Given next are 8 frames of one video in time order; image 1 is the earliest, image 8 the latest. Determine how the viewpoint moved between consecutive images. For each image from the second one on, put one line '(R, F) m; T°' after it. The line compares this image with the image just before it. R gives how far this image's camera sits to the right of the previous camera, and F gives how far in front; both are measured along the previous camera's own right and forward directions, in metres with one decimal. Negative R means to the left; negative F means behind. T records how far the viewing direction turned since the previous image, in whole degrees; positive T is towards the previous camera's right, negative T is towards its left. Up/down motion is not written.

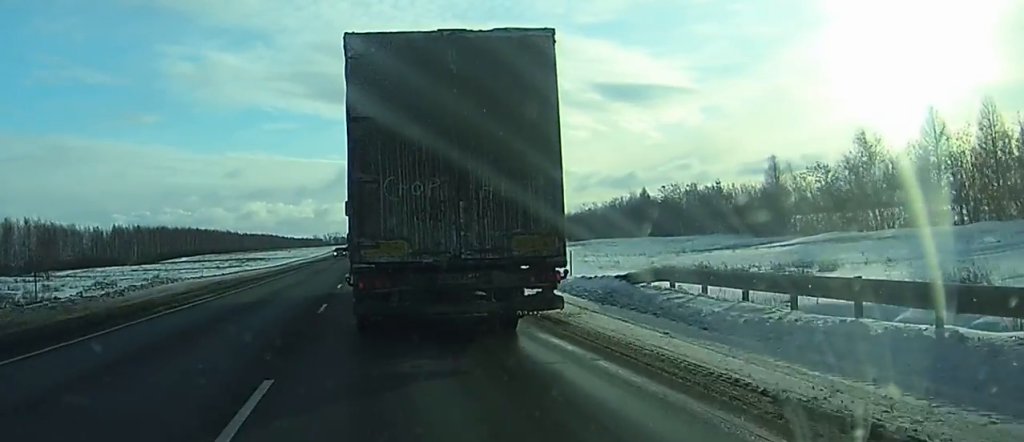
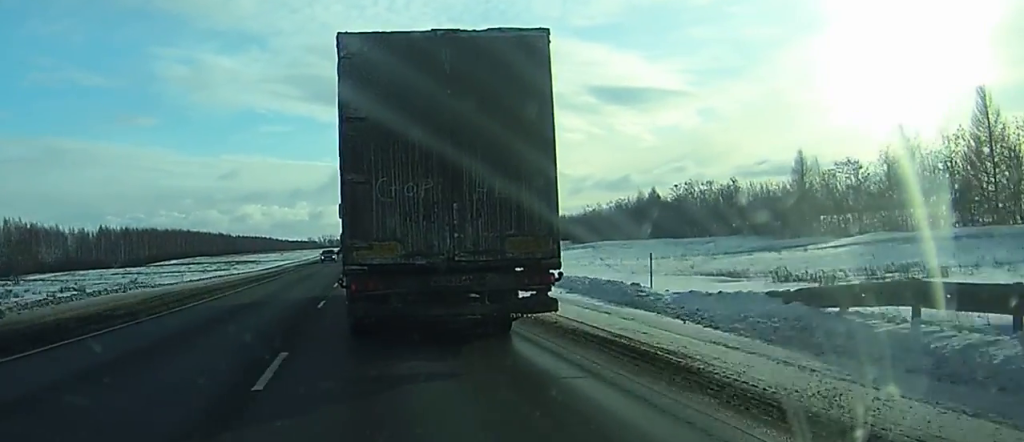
(0.0, +9.7) m; 0°
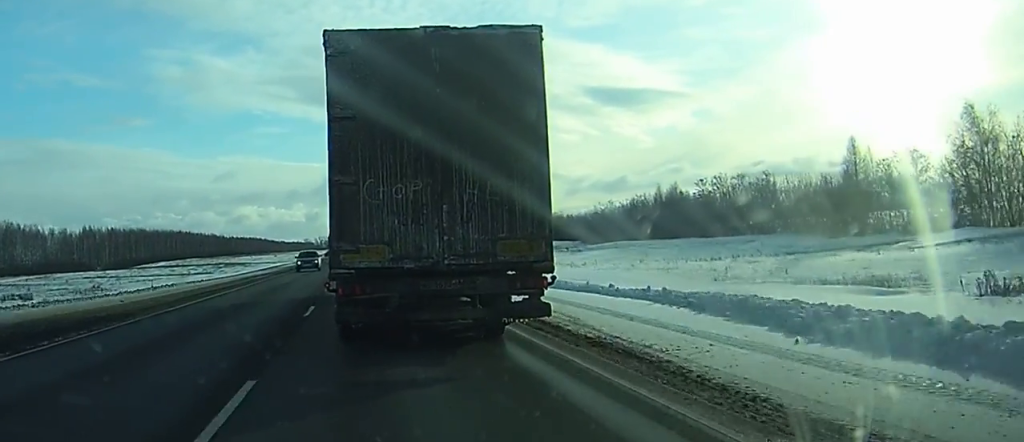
(0.0, +14.2) m; 0°
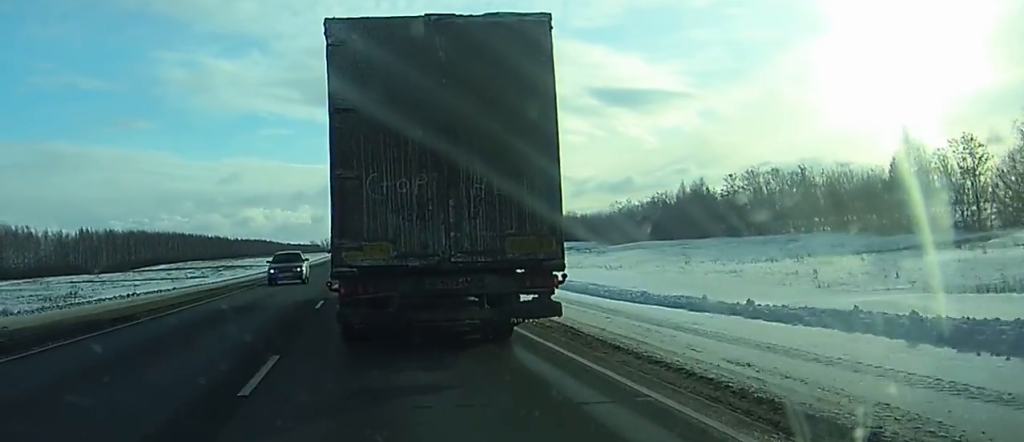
(0.0, +9.7) m; 0°
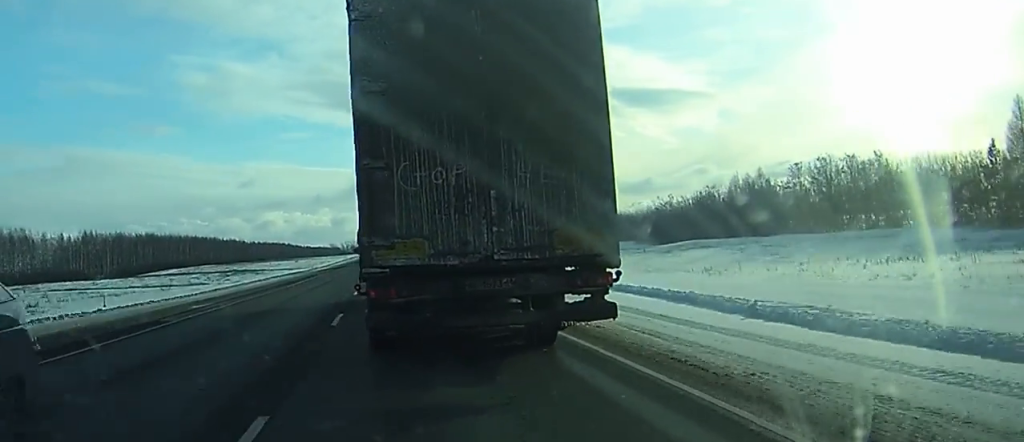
(+0.1, +15.8) m; 0°
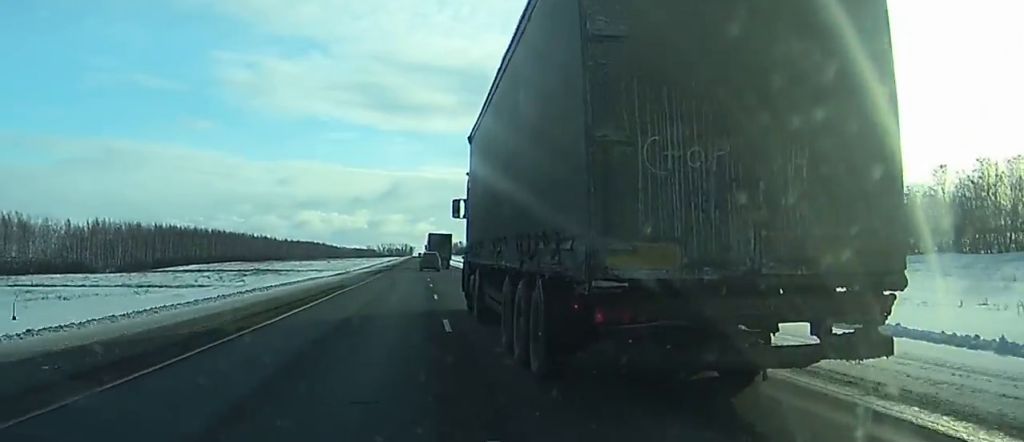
(-0.3, +24.3) m; -2°
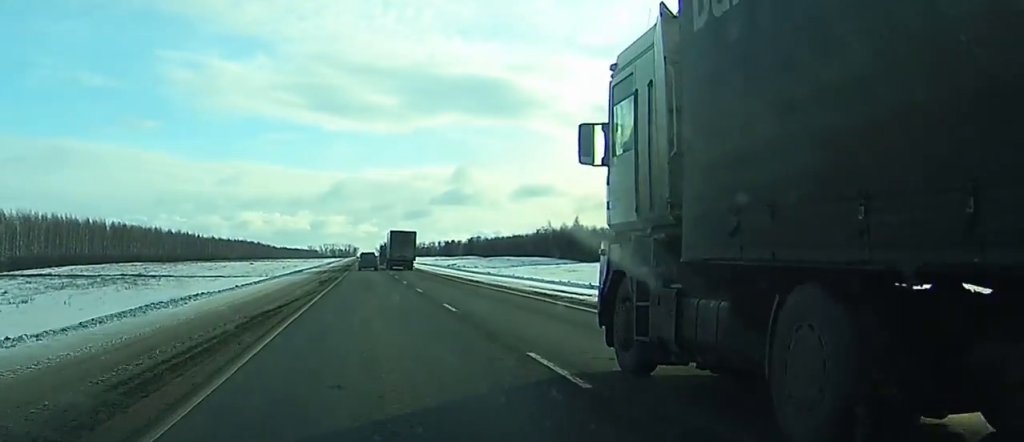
(+0.2, +64.1) m; +2°
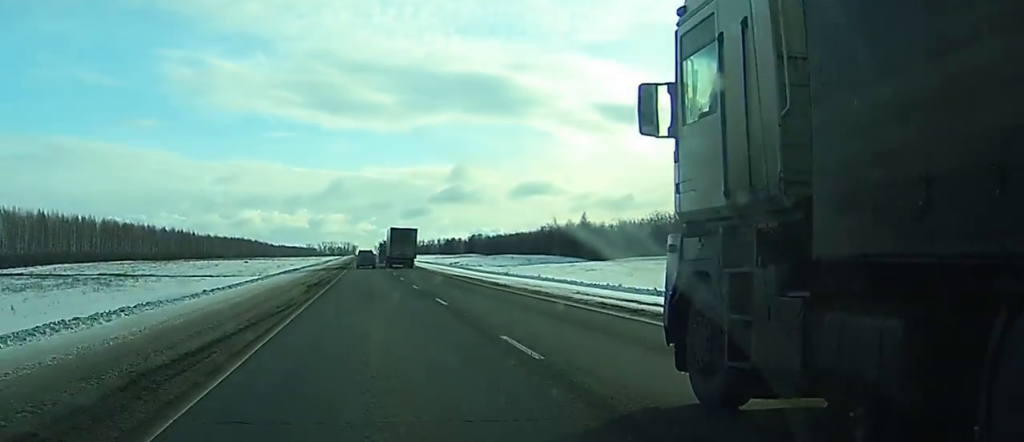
(+0.1, +9.5) m; 0°
